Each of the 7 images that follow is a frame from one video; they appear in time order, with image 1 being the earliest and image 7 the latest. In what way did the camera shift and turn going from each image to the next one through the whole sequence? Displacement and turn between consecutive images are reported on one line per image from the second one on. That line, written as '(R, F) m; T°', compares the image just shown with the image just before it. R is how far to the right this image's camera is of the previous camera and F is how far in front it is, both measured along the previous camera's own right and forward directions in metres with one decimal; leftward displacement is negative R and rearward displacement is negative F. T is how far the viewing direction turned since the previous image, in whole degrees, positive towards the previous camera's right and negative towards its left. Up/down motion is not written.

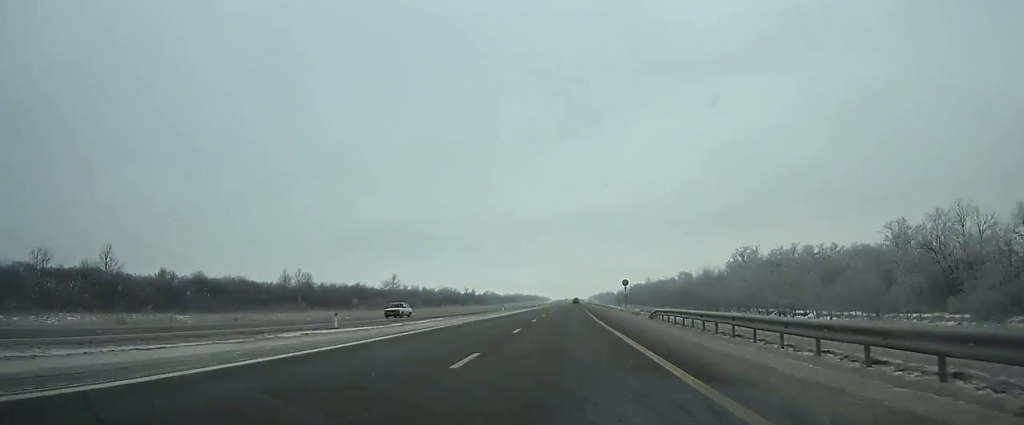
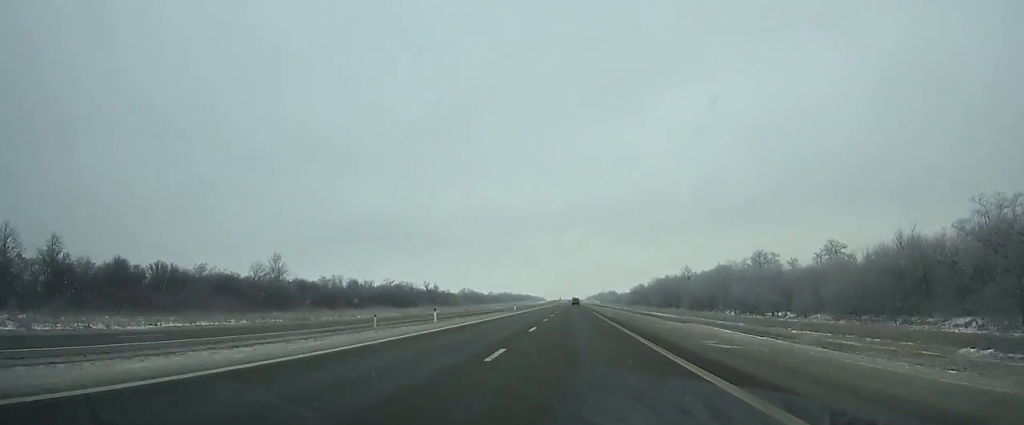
(+0.4, +96.0) m; 0°
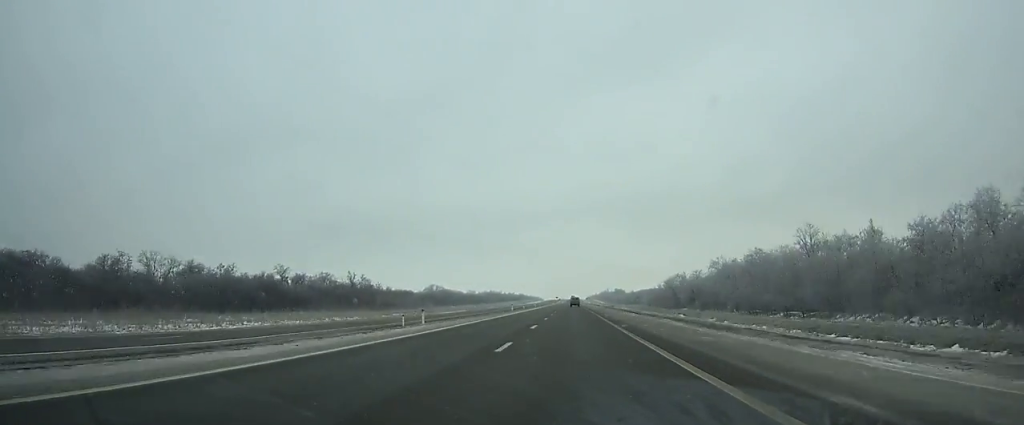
(0.0, +94.7) m; 0°
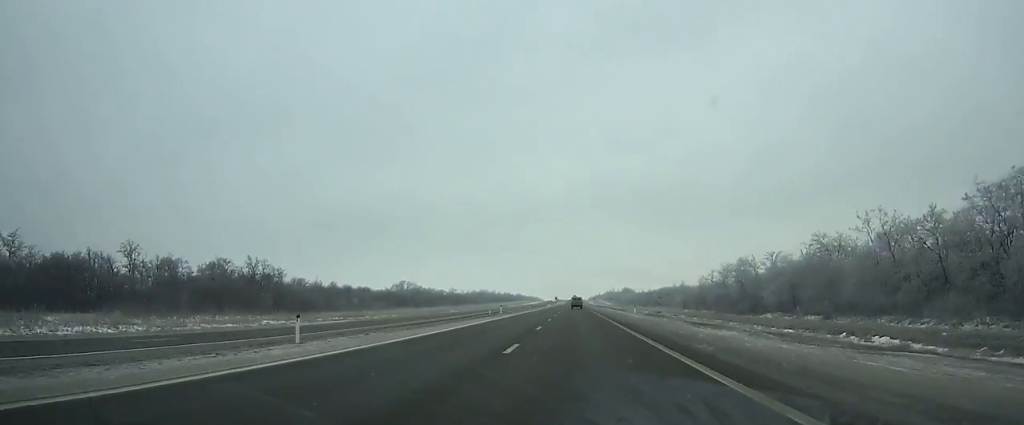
(0.0, +60.9) m; 0°
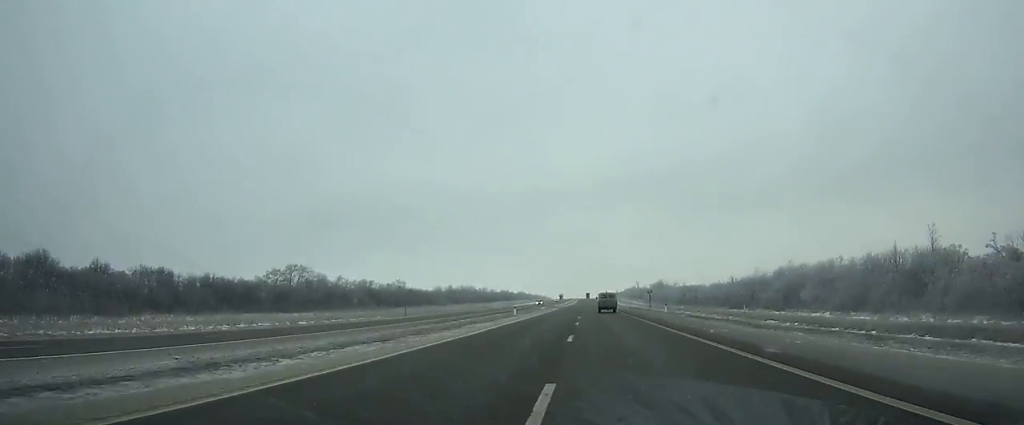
(-0.8, +118.6) m; 0°
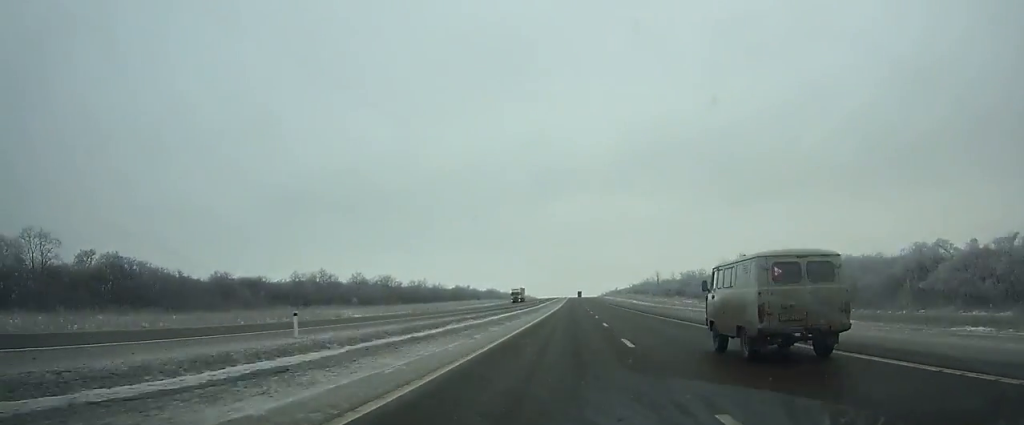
(+0.7, +149.0) m; +1°
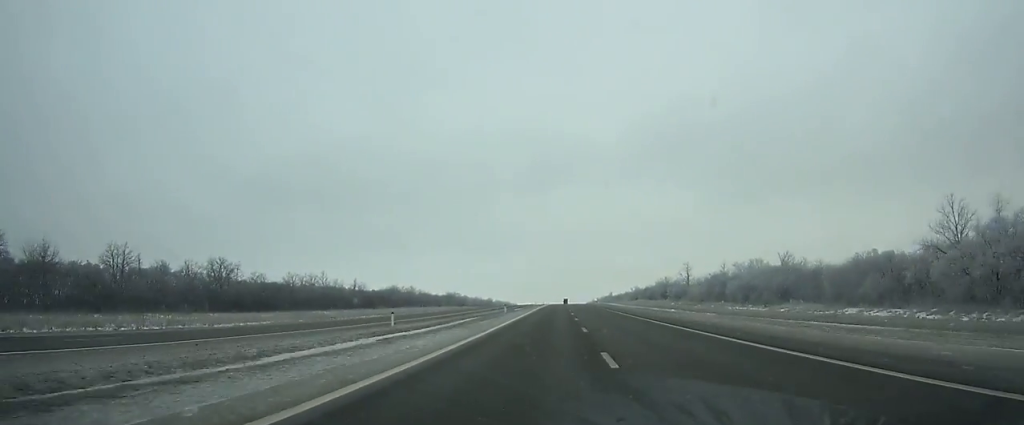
(+0.9, +100.5) m; 0°
